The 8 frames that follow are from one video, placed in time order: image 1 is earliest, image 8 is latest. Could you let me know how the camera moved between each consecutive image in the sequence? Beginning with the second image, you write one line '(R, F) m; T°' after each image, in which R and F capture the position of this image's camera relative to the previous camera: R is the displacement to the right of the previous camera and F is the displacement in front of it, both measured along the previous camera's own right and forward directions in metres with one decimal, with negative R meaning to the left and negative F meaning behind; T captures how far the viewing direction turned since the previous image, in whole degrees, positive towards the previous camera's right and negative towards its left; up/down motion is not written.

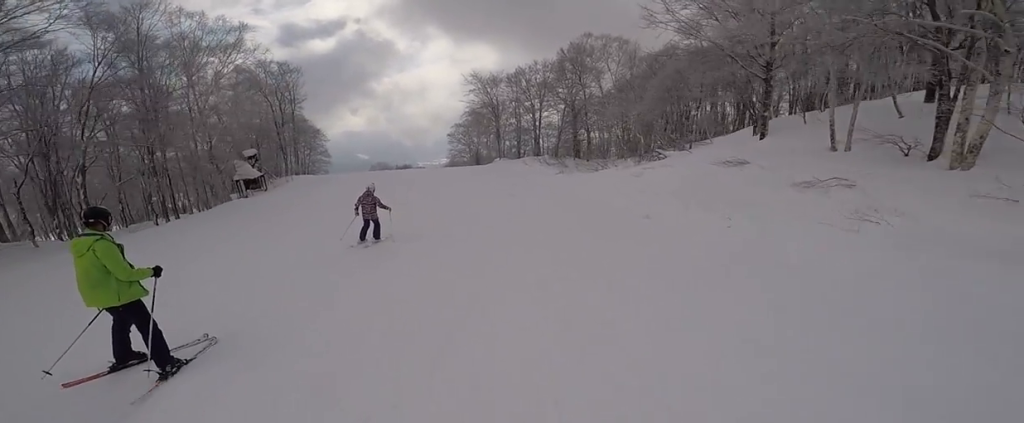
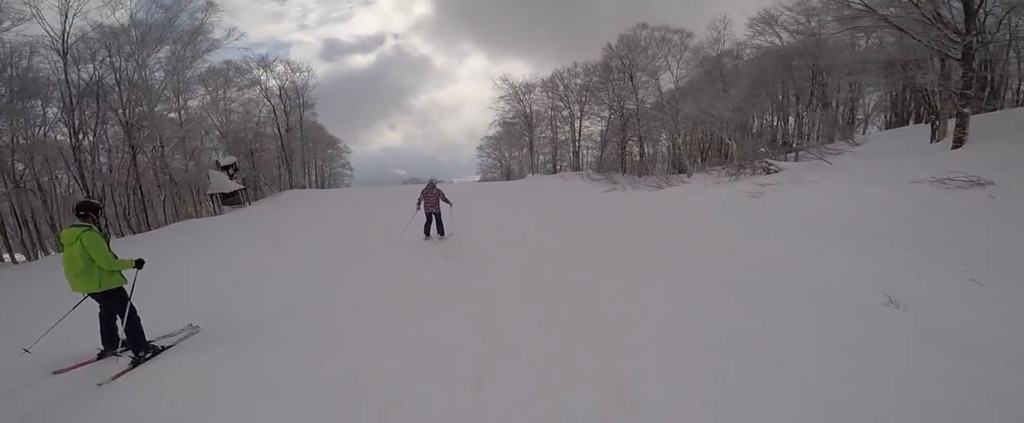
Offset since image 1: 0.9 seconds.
(-0.2, +7.5) m; -2°
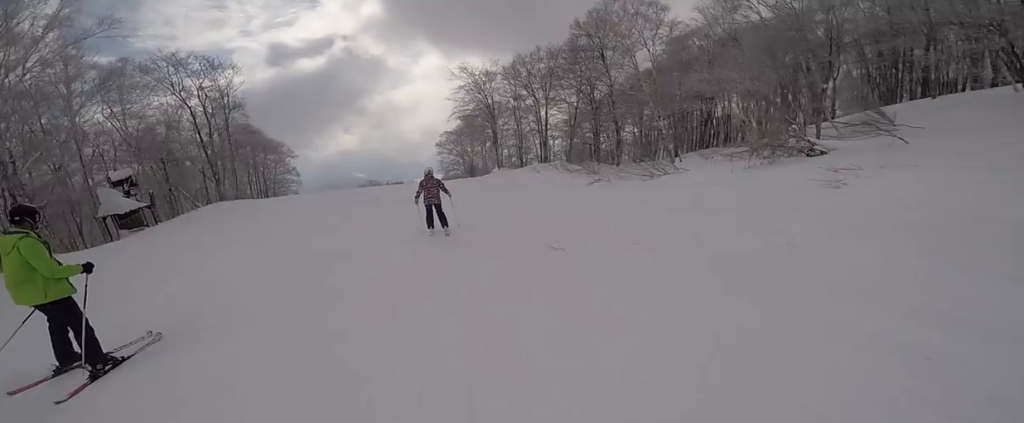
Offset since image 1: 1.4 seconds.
(+0.2, +4.5) m; 0°
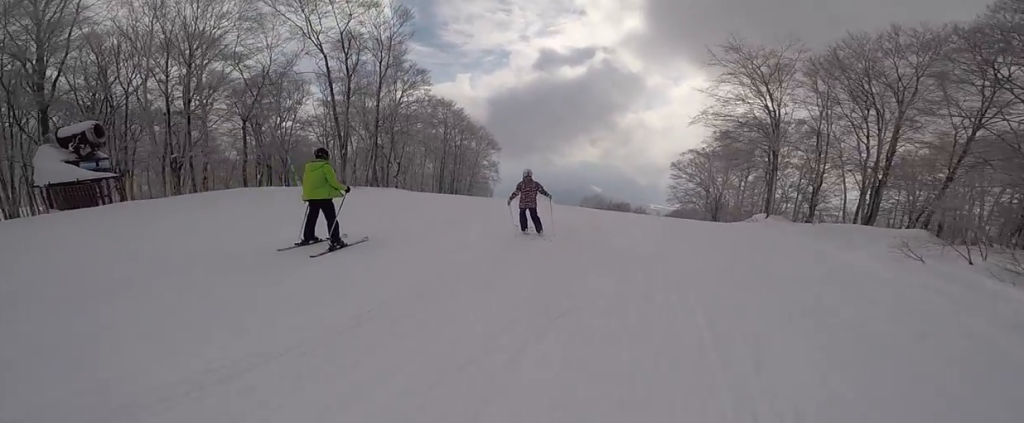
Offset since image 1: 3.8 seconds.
(-2.0, +16.4) m; -15°
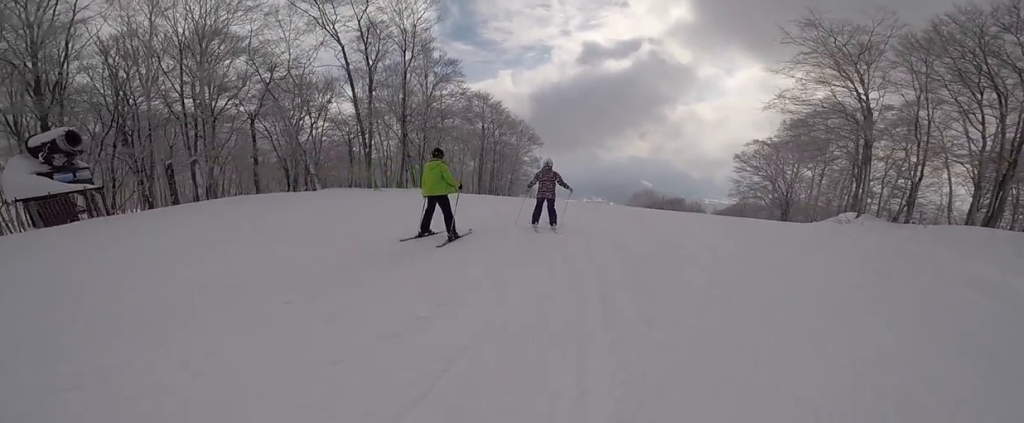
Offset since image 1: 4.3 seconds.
(+0.1, +3.5) m; -5°
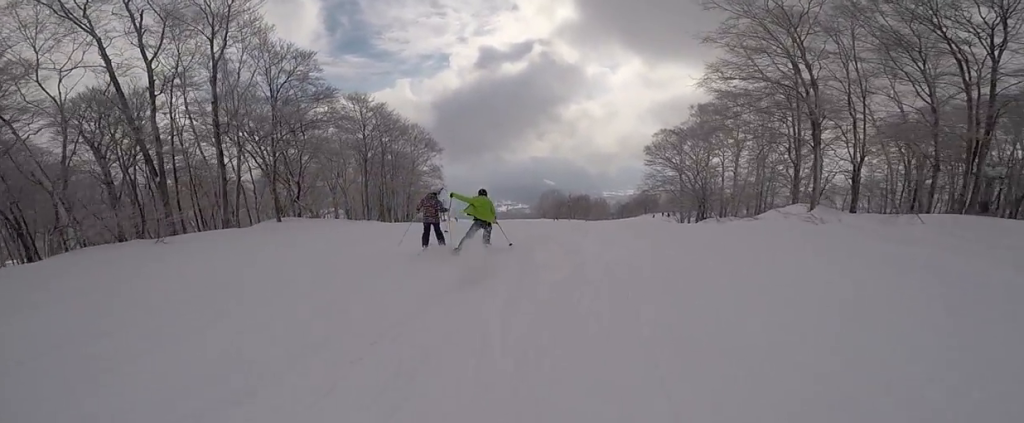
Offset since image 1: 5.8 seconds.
(-0.8, +8.0) m; -5°
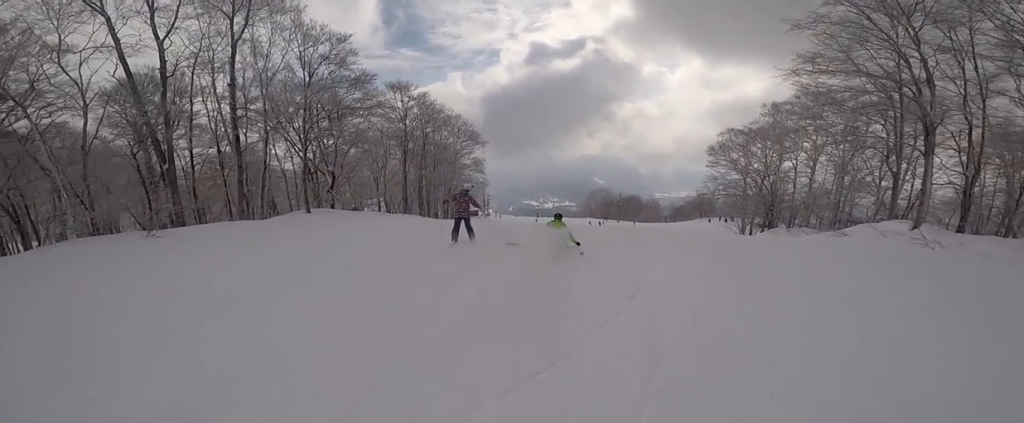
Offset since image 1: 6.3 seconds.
(+0.3, +2.7) m; -1°
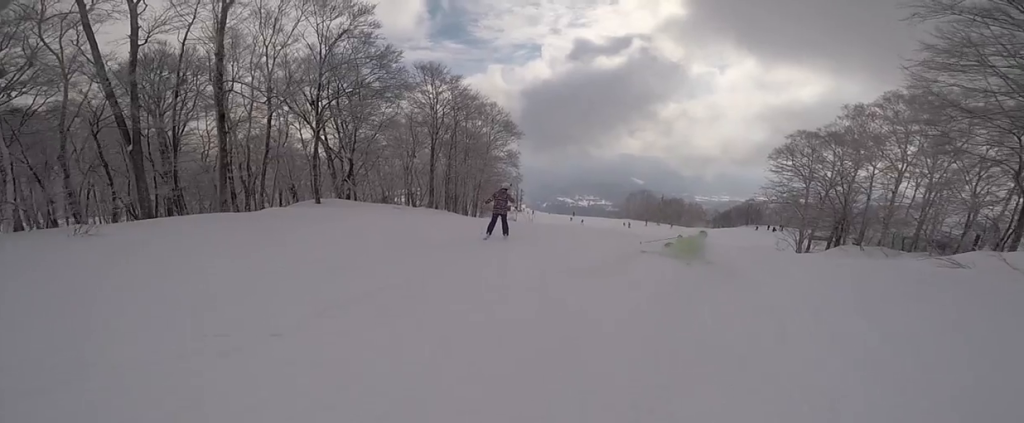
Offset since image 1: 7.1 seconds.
(-0.4, +4.2) m; -5°
